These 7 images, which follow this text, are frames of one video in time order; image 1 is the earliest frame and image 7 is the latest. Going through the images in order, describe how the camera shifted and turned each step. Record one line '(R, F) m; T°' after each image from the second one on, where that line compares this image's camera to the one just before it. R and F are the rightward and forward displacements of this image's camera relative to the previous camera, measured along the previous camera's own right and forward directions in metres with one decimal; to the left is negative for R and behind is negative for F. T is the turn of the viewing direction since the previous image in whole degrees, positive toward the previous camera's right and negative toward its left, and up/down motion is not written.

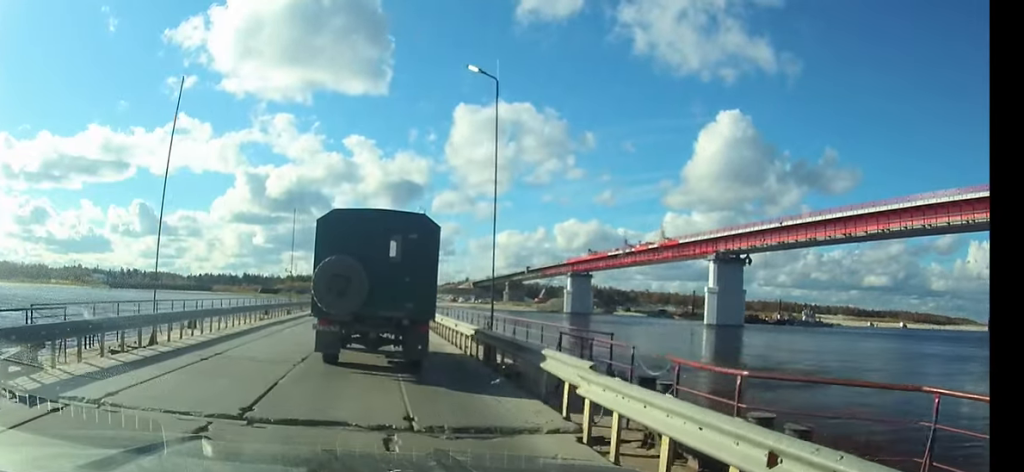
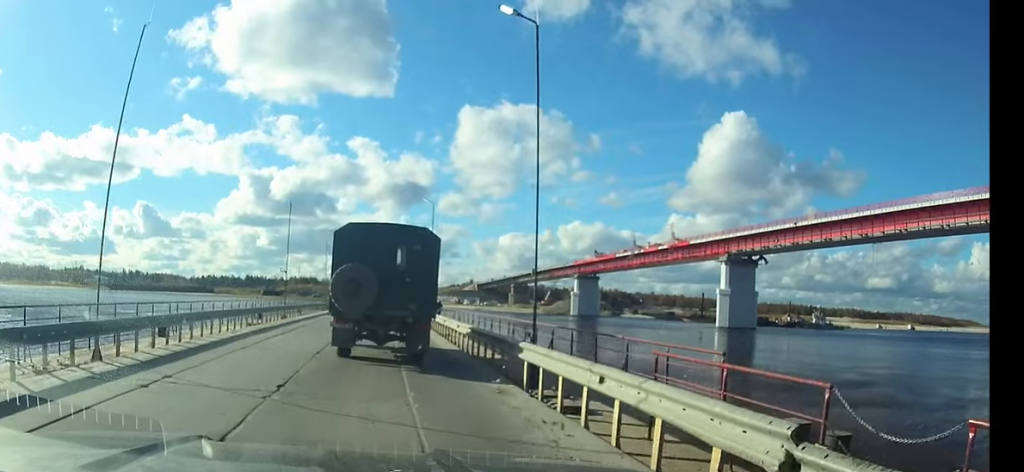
(0.0, +4.1) m; 0°
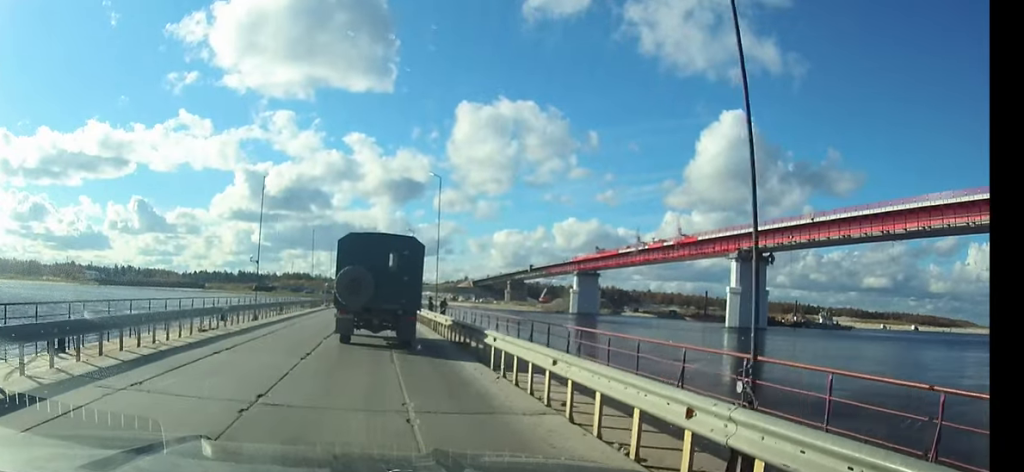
(+0.1, +7.9) m; +1°
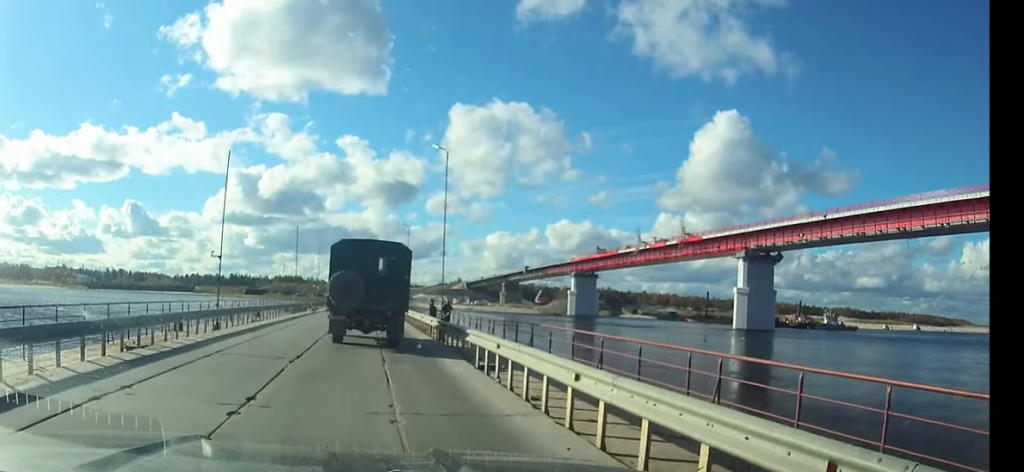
(+0.1, +6.3) m; 0°
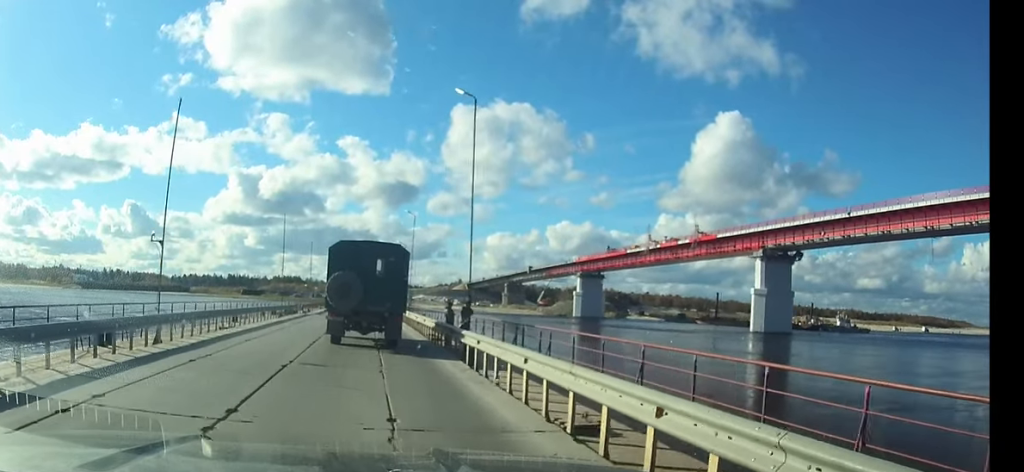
(0.0, +7.1) m; 0°
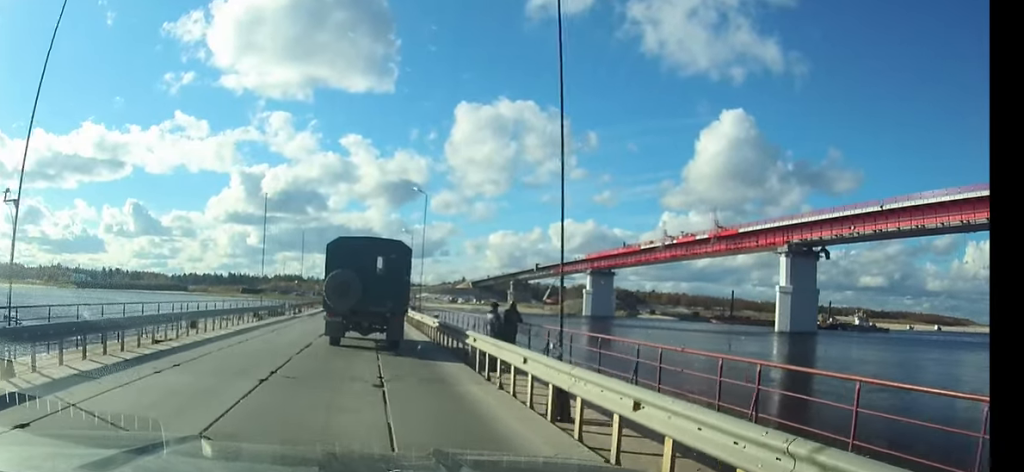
(0.0, +8.4) m; 0°
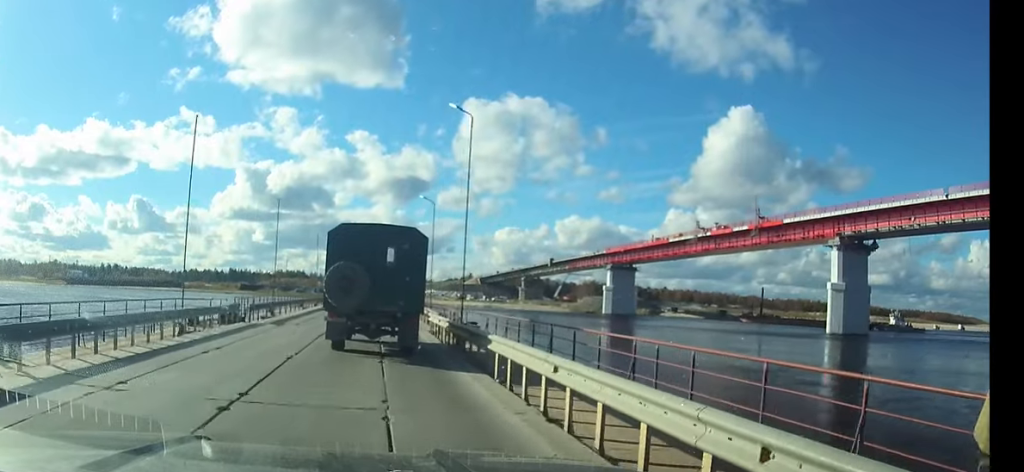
(-0.1, +13.4) m; -1°
